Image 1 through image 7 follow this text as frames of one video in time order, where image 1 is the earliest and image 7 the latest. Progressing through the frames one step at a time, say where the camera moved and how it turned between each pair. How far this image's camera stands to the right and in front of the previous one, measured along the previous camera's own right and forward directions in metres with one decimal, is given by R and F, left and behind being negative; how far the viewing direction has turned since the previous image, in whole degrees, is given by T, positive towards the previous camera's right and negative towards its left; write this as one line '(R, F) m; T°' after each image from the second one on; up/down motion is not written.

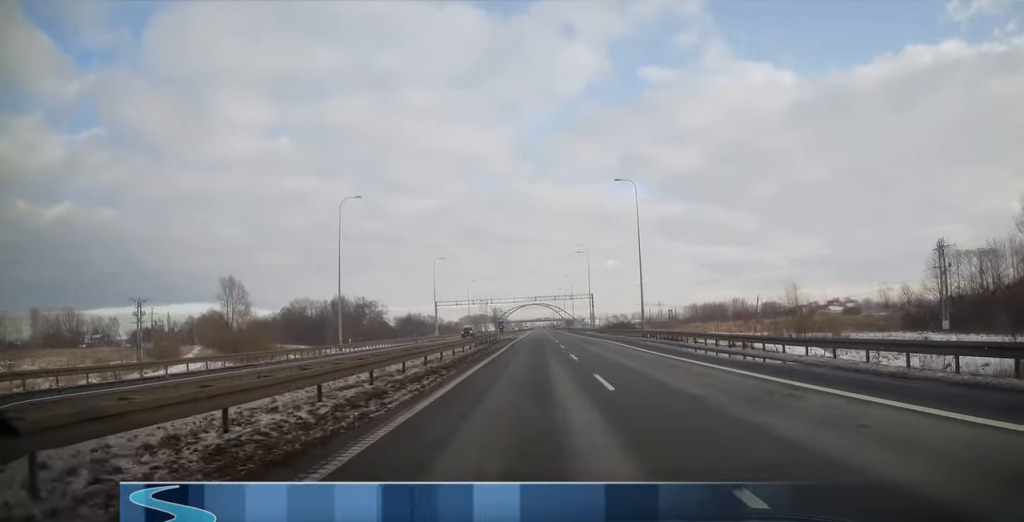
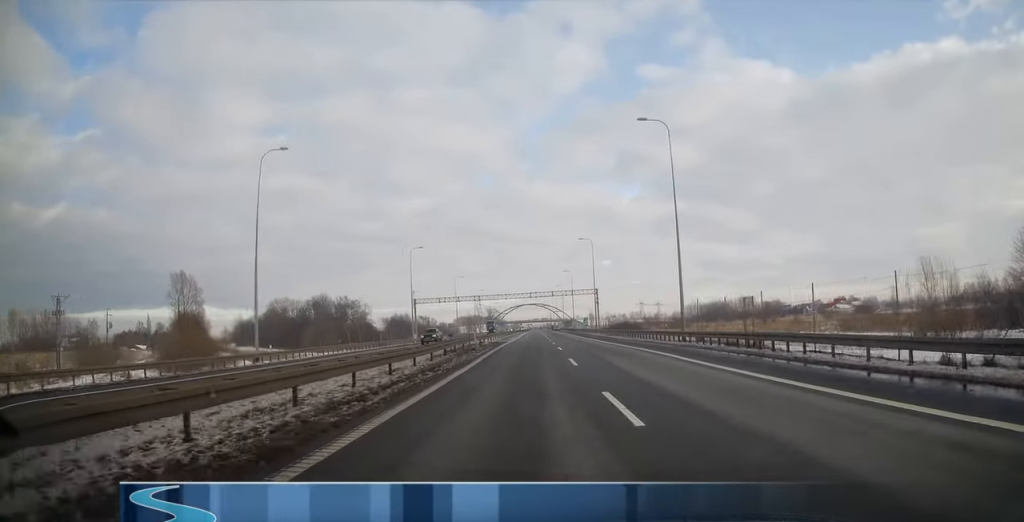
(0.0, +17.4) m; 0°
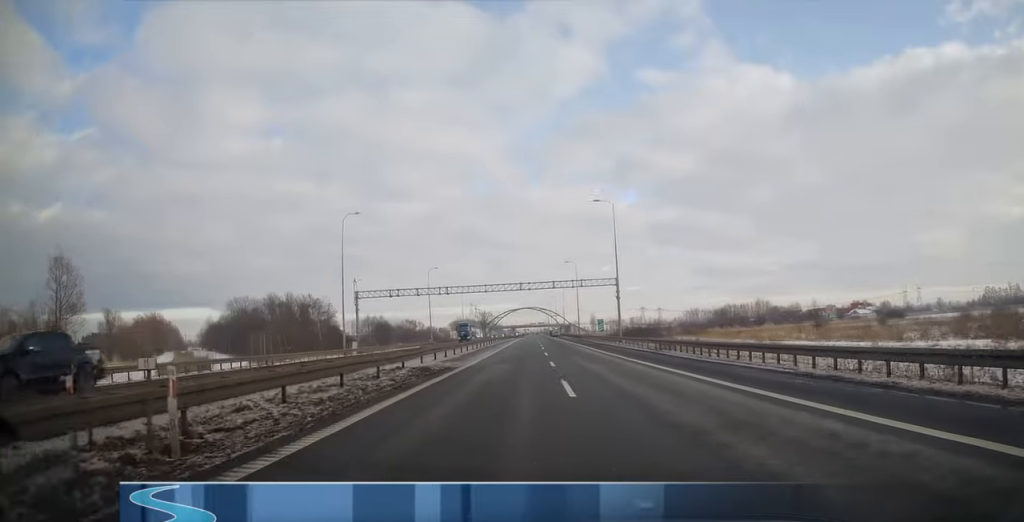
(0.0, +32.6) m; 0°
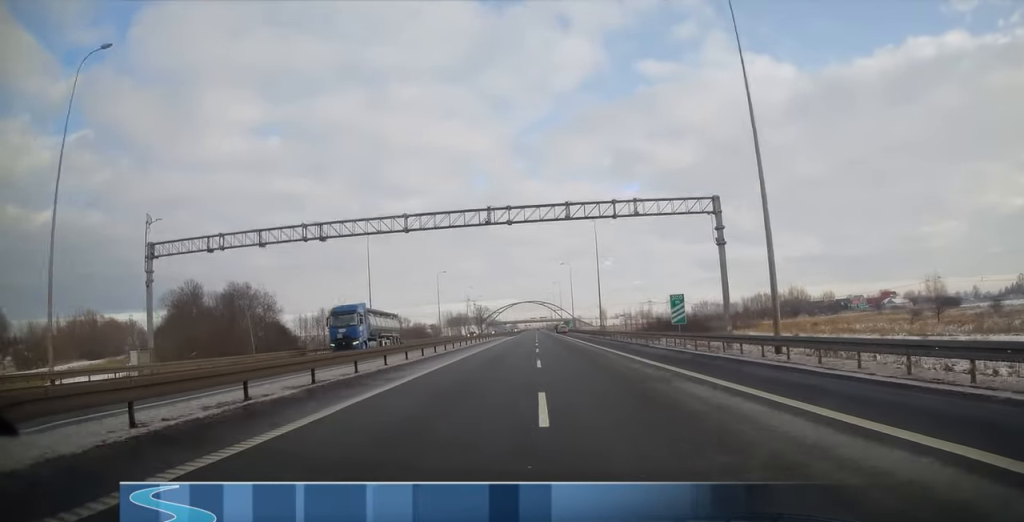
(0.0, +42.6) m; 0°
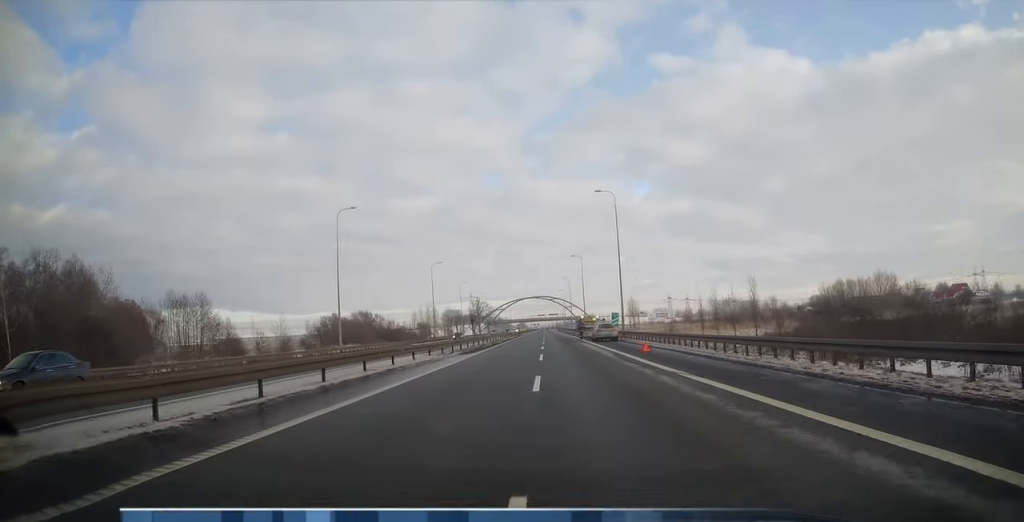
(-0.1, +73.8) m; 0°
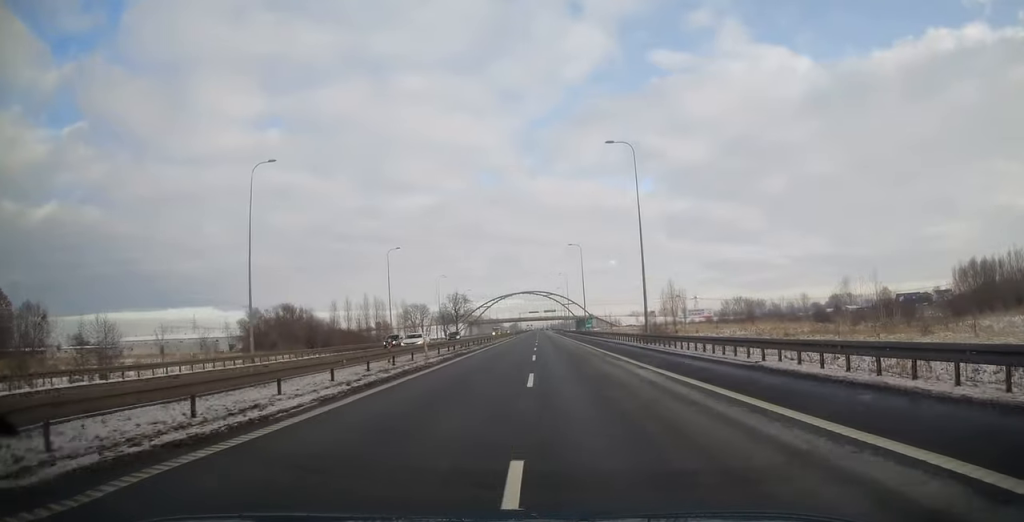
(0.0, +71.2) m; 0°
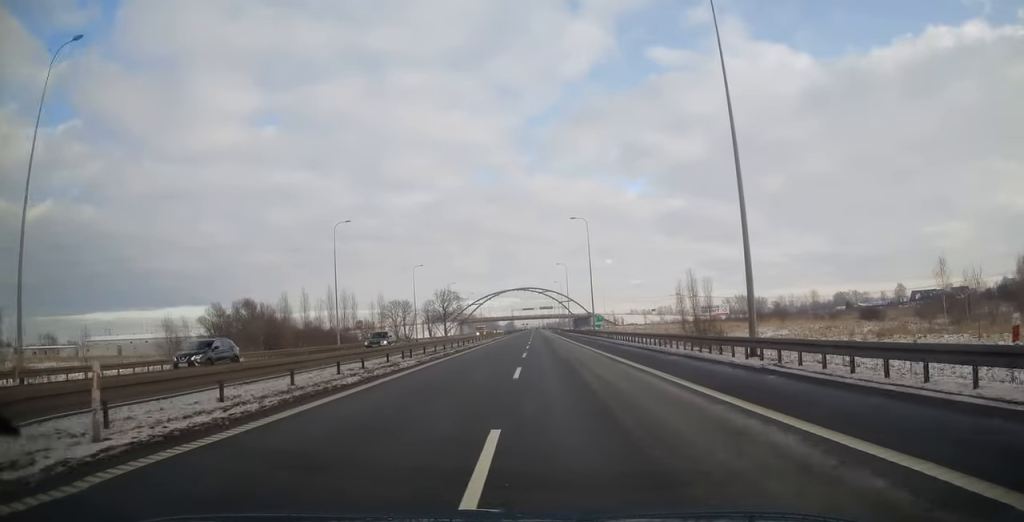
(0.0, +20.5) m; 0°
